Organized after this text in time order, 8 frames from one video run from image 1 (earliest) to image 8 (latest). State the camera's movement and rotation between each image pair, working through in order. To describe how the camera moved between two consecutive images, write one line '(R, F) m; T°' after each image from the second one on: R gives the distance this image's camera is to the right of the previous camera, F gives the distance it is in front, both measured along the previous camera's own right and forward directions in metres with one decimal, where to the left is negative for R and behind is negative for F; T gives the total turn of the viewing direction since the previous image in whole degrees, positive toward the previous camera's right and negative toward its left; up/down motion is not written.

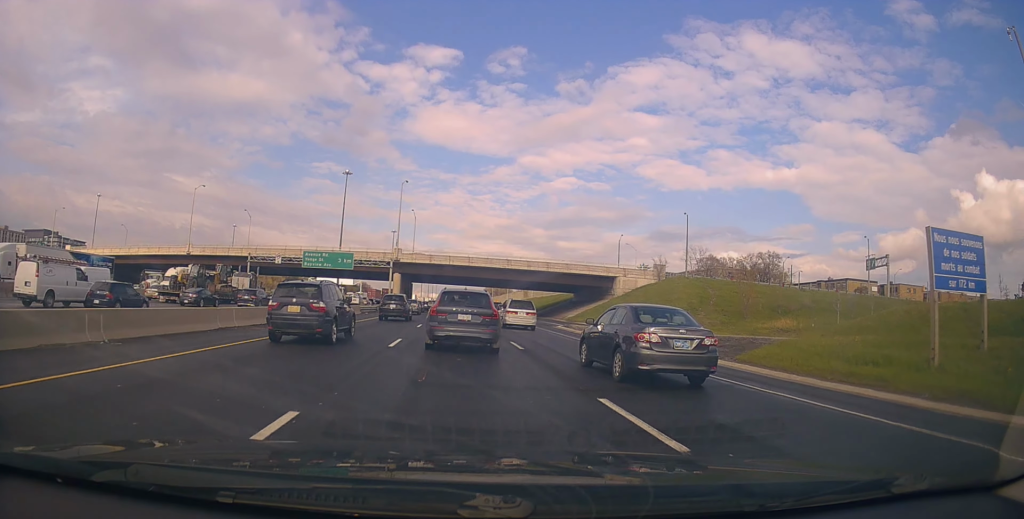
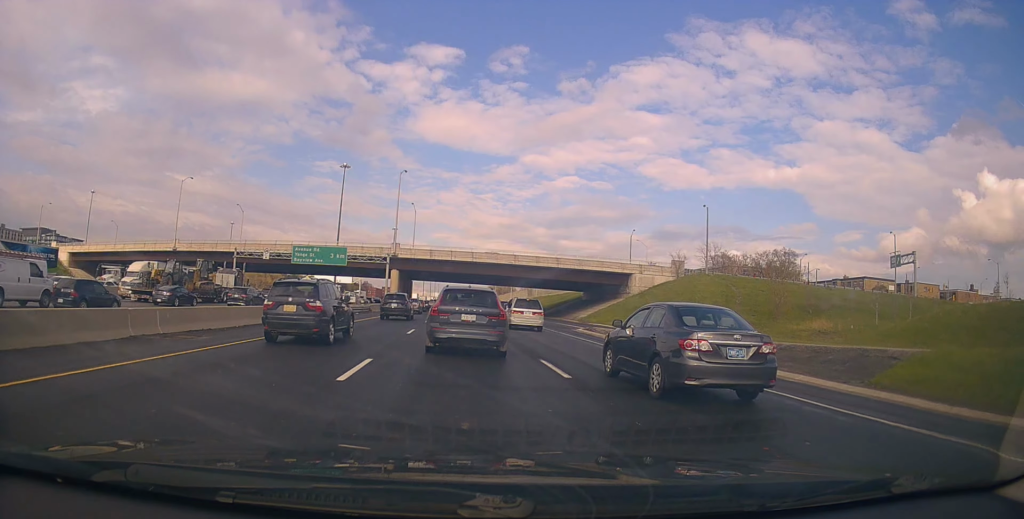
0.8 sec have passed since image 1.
(+0.1, +6.4) m; -4°
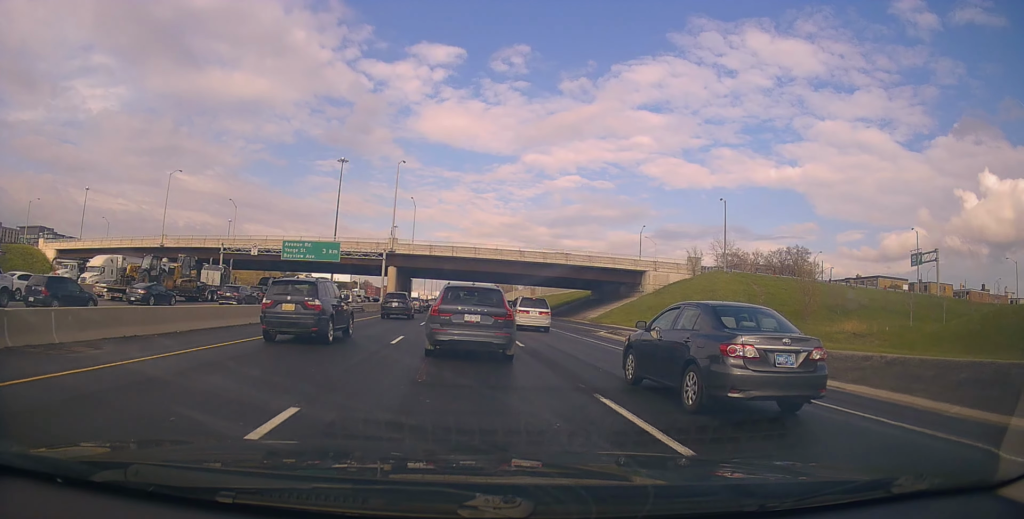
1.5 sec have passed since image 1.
(-0.5, +5.4) m; -1°
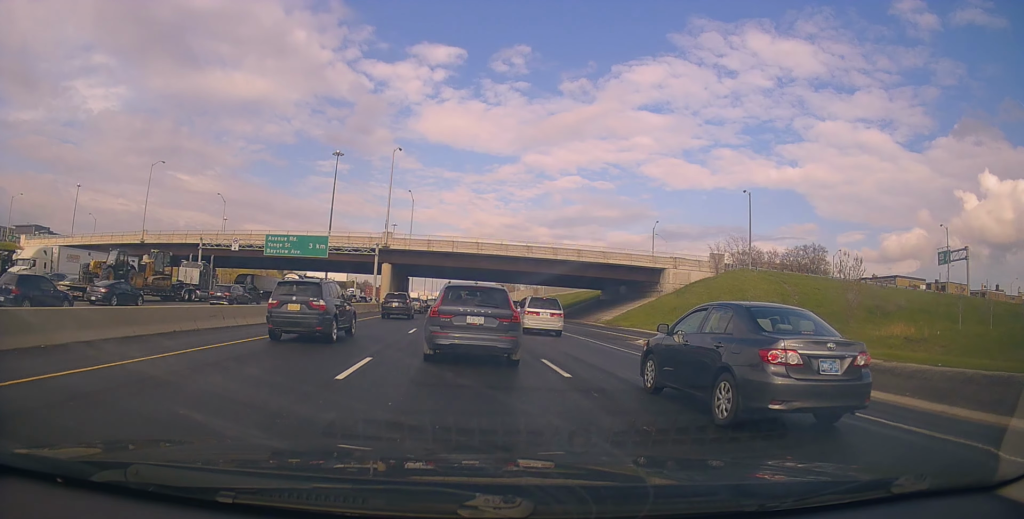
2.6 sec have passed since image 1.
(+0.3, +7.0) m; +5°
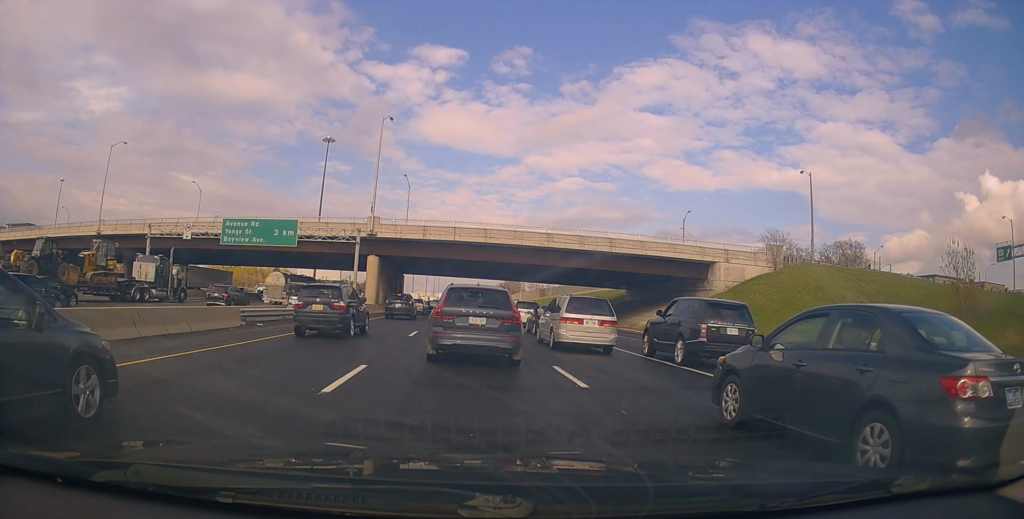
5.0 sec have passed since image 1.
(-0.2, +13.5) m; -1°
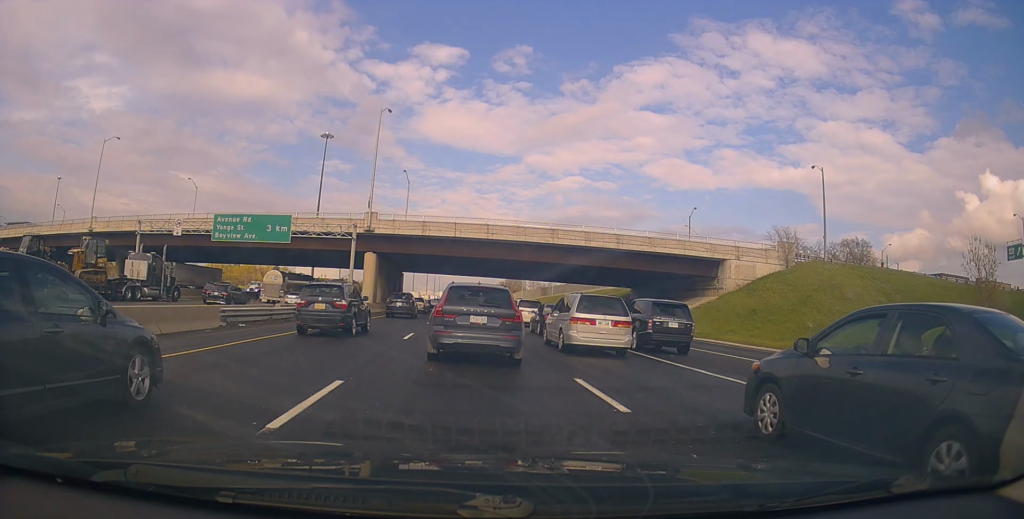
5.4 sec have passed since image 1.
(+0.1, +2.1) m; +2°
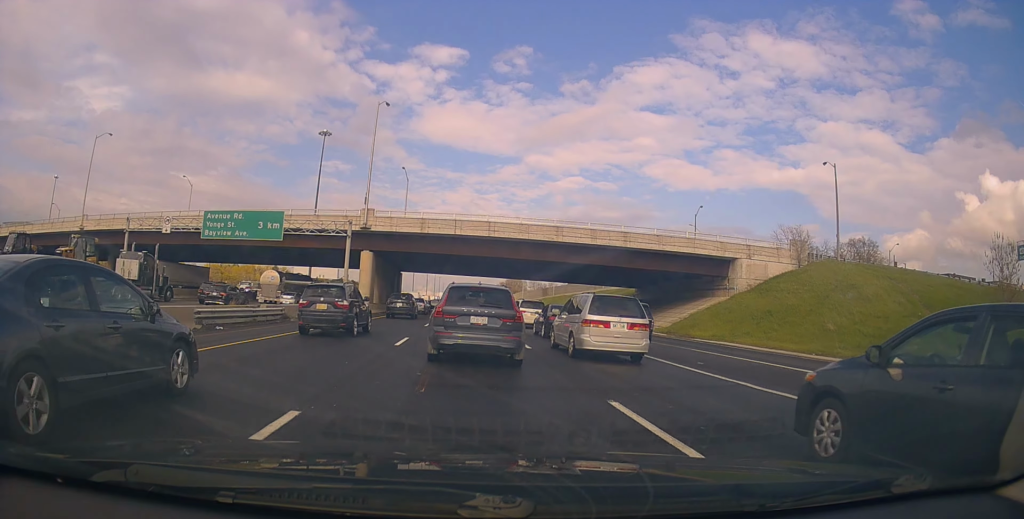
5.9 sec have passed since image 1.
(+0.1, +2.3) m; +1°
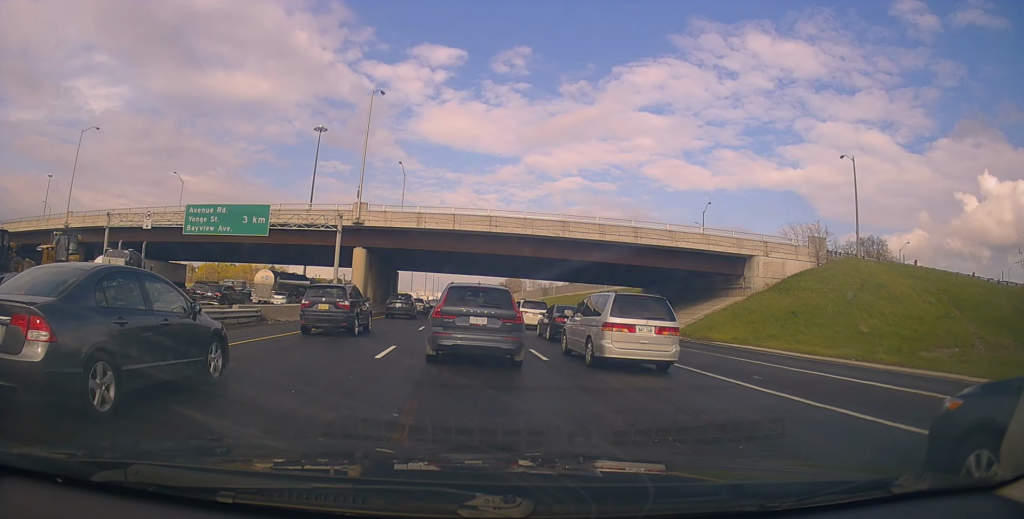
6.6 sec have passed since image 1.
(0.0, +3.5) m; -5°
